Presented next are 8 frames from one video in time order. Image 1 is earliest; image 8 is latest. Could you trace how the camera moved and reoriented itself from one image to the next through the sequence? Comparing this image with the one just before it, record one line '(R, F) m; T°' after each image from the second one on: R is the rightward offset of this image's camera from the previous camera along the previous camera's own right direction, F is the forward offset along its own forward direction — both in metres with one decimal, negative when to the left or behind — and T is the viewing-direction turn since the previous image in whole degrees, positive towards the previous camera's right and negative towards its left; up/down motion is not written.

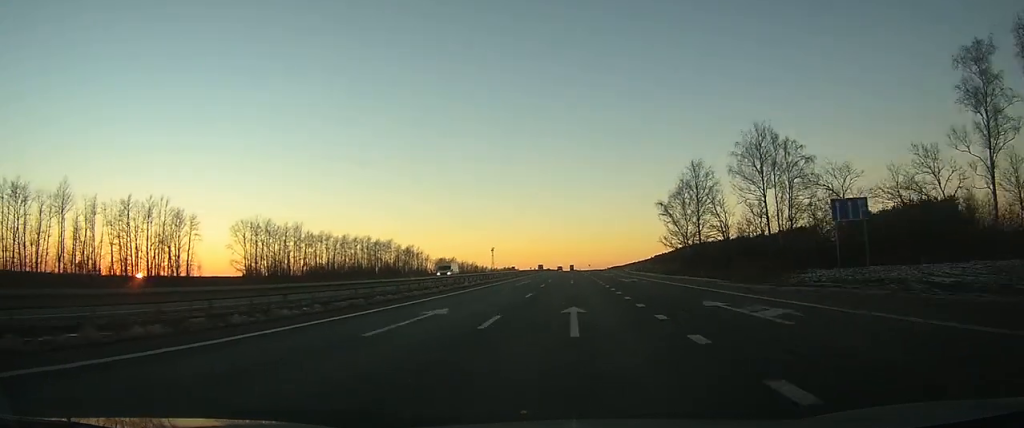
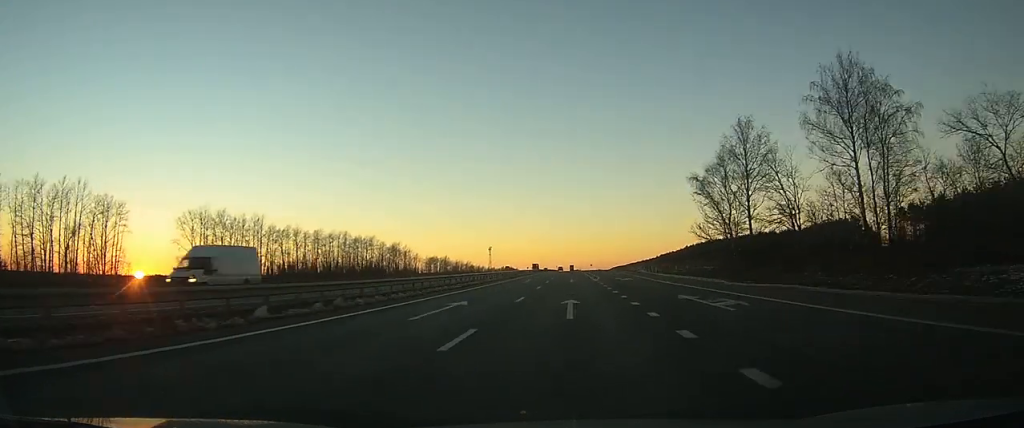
(+0.1, +30.8) m; 0°
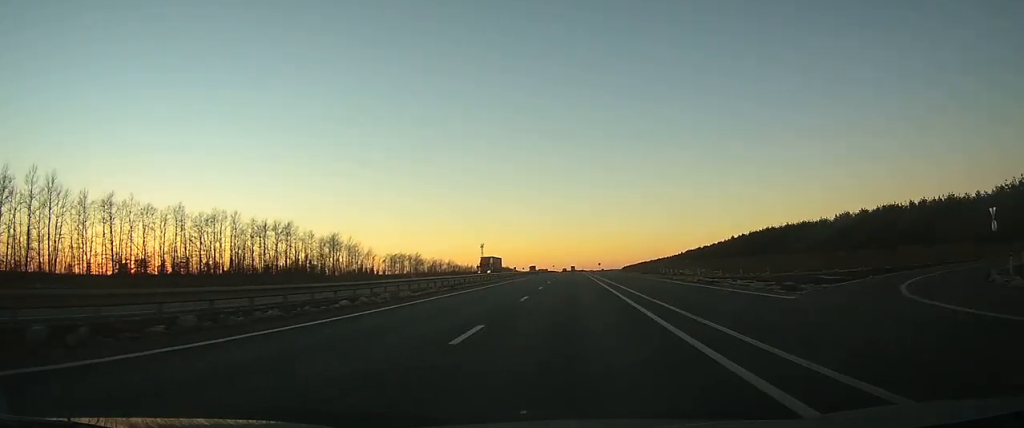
(0.0, +90.6) m; 0°
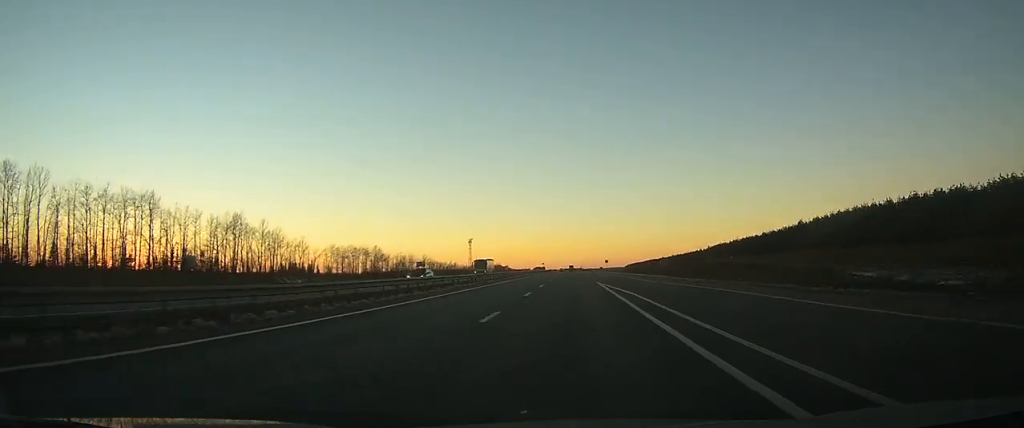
(+0.2, +67.3) m; 0°
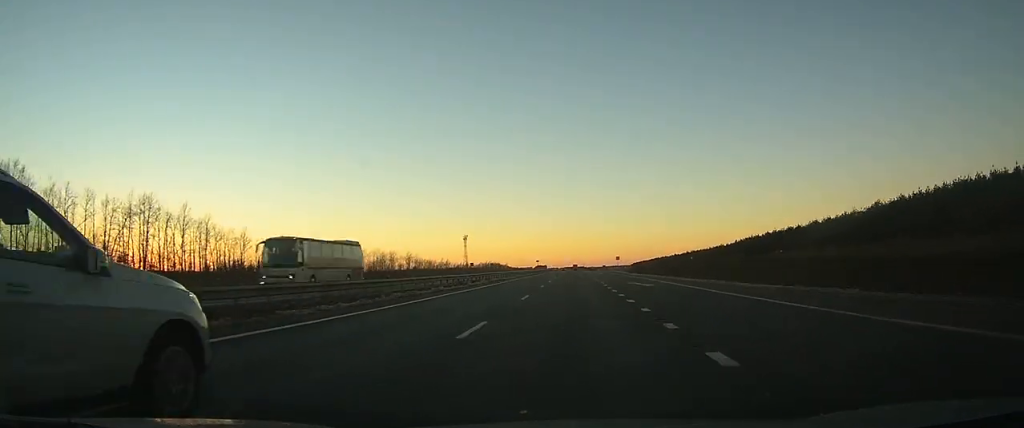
(+0.1, +36.8) m; 0°
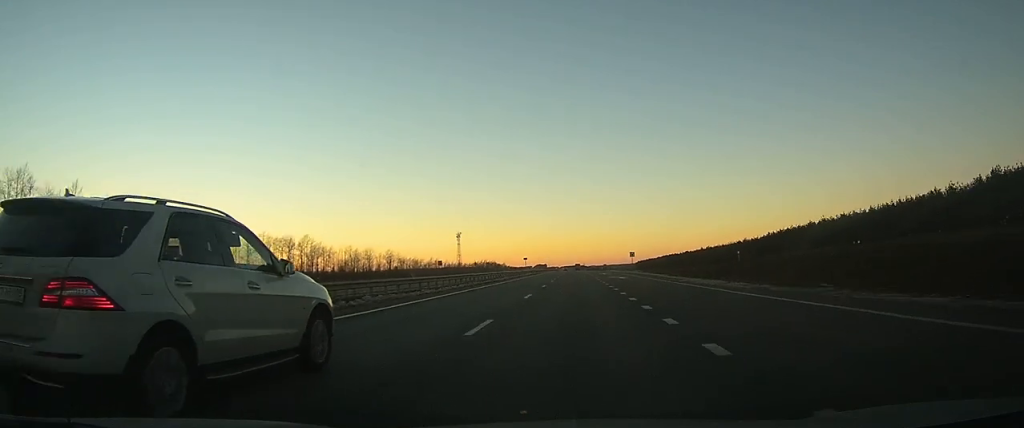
(-0.1, +33.2) m; 0°
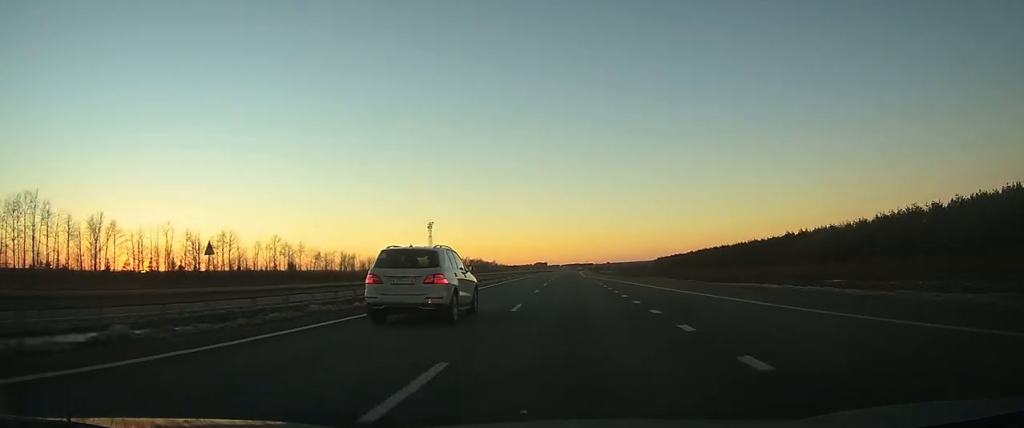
(-0.4, +113.6) m; 0°
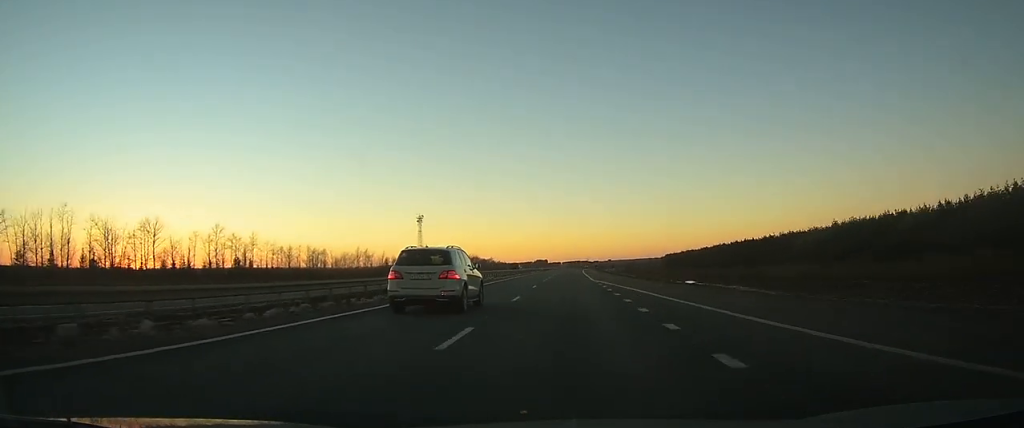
(0.0, +31.9) m; 0°
